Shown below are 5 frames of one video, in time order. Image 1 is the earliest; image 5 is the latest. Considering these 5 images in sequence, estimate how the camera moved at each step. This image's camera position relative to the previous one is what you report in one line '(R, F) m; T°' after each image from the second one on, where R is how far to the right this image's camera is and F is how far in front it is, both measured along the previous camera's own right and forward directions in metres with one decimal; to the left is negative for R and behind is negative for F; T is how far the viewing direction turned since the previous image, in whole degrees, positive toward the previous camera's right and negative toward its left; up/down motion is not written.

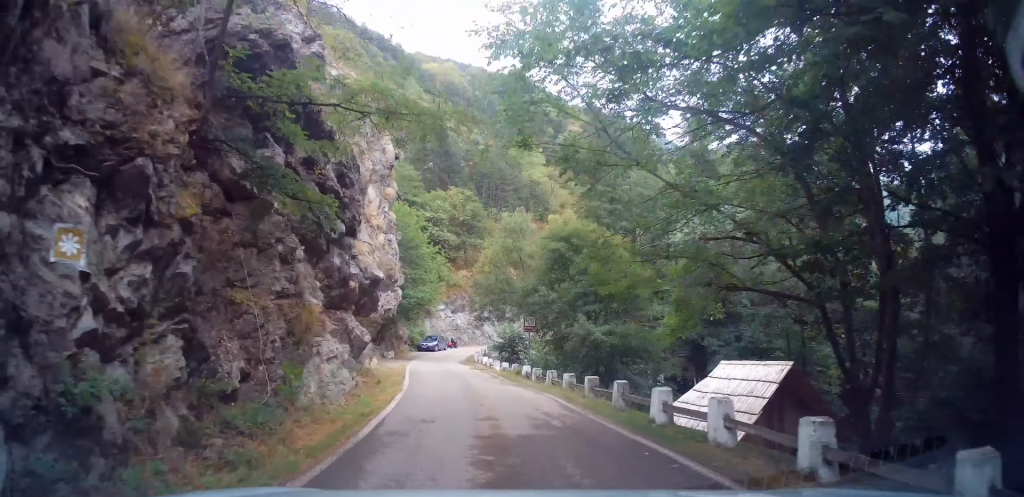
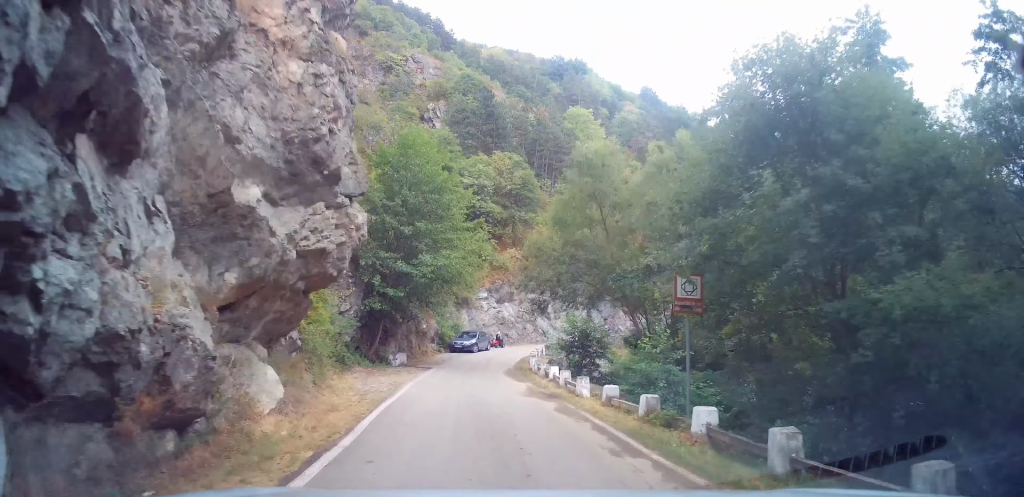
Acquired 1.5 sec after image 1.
(-1.1, +13.3) m; -7°
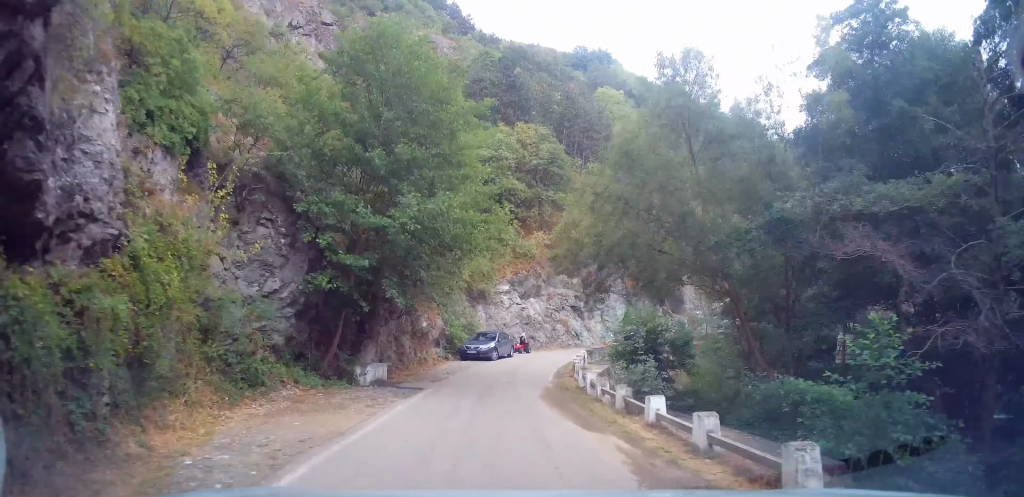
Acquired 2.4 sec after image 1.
(-0.1, +8.8) m; +1°
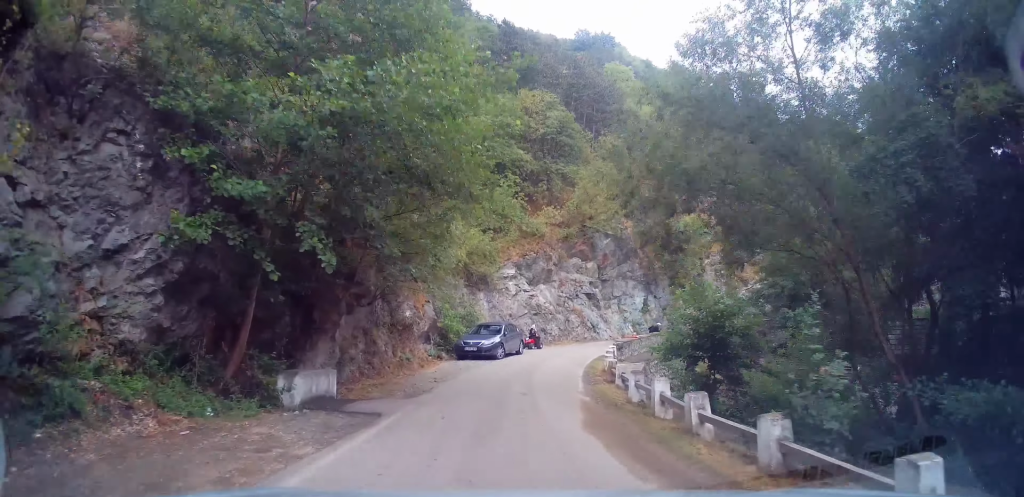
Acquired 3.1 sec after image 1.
(+0.1, +5.6) m; +2°
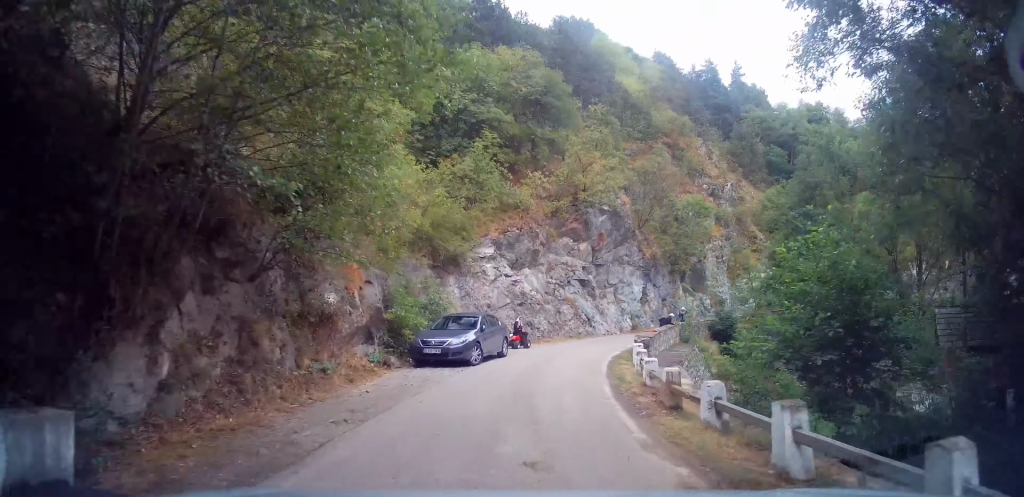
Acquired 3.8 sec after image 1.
(+0.2, +6.5) m; +3°
